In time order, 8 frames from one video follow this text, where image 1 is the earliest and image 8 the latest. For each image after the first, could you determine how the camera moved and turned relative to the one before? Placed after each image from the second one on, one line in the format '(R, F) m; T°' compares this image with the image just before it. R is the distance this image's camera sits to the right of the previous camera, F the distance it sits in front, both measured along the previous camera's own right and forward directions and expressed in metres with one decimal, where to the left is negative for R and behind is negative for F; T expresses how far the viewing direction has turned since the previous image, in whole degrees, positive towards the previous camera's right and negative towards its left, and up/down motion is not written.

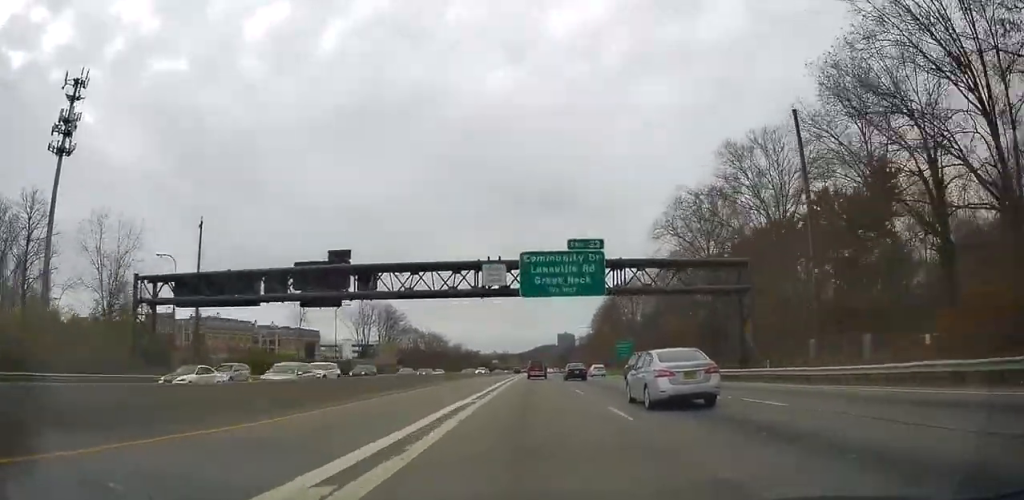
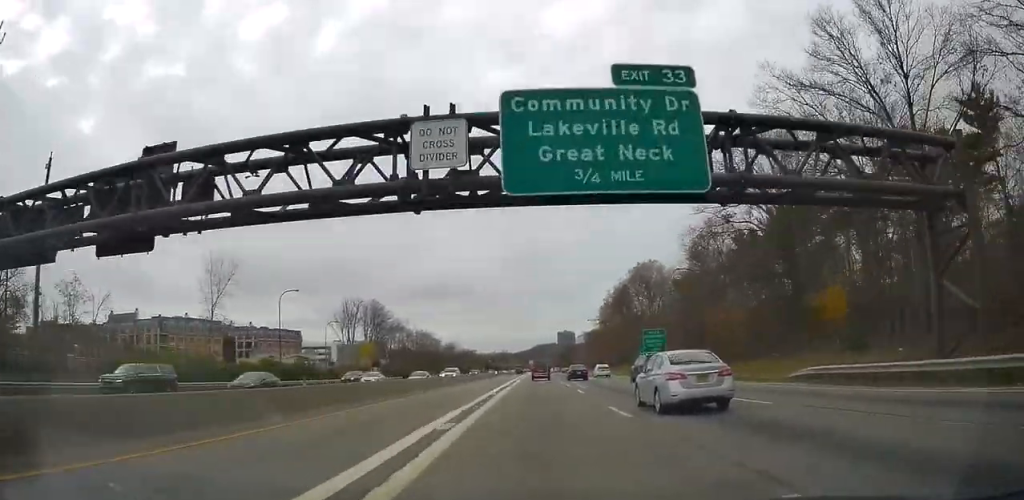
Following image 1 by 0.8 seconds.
(-0.1, +23.0) m; -1°
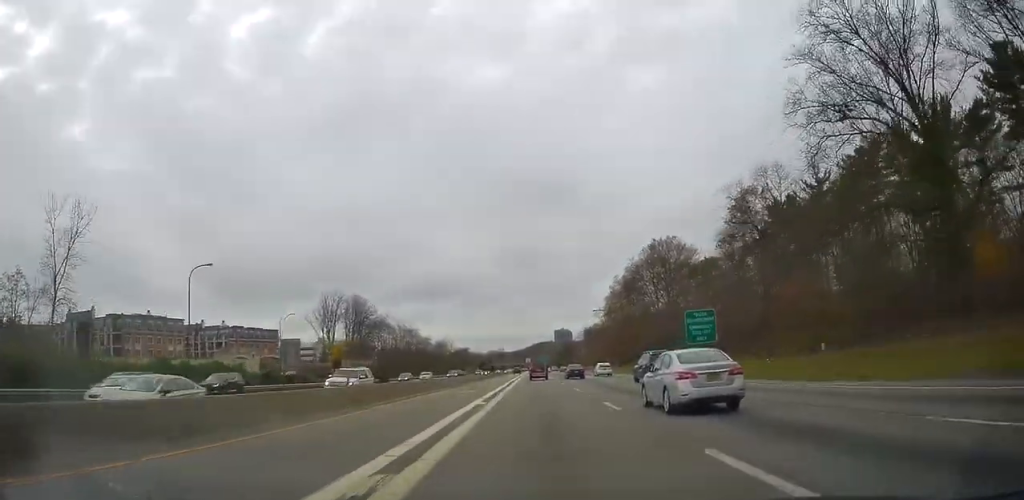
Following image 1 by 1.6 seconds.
(-0.1, +21.9) m; 0°
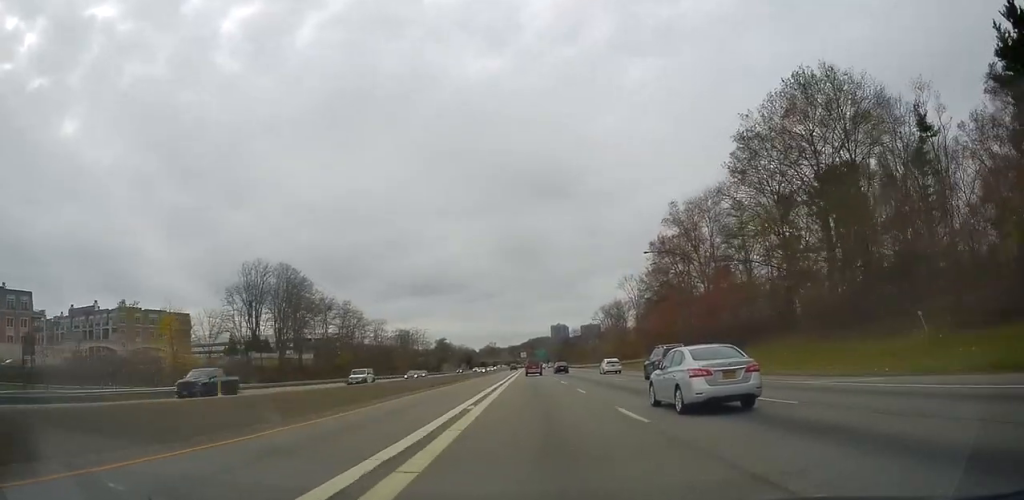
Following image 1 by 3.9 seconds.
(+0.7, +64.3) m; +1°
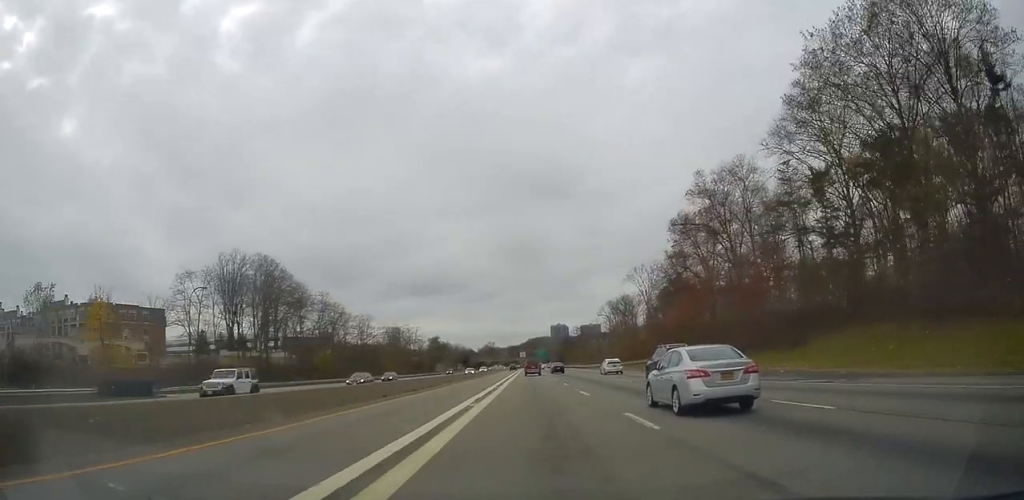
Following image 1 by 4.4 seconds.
(-0.2, +14.0) m; 0°
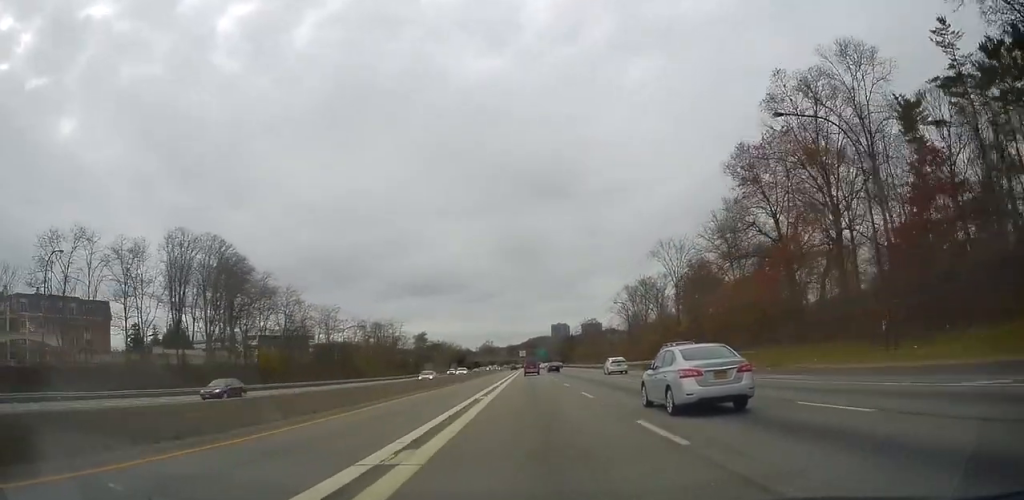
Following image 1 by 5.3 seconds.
(+0.4, +26.1) m; +1°
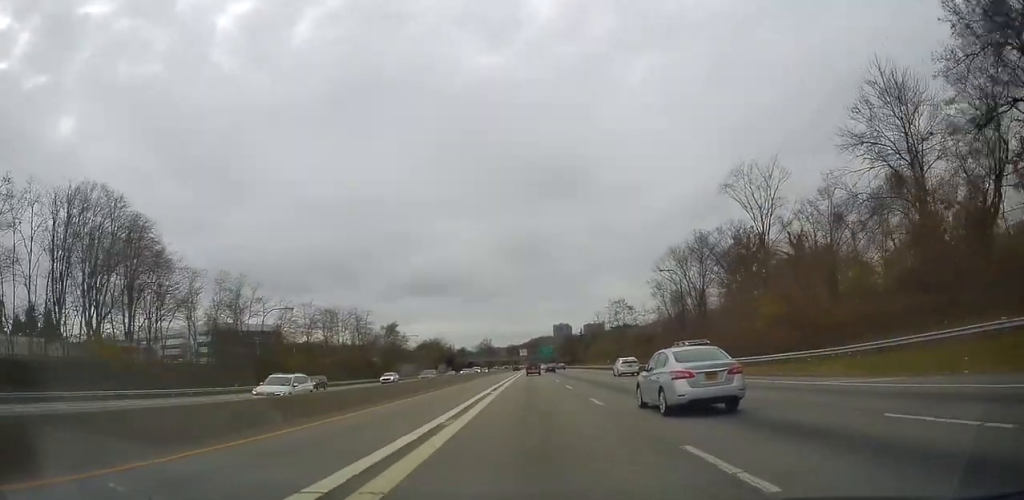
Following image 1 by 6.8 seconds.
(-0.1, +40.2) m; -1°
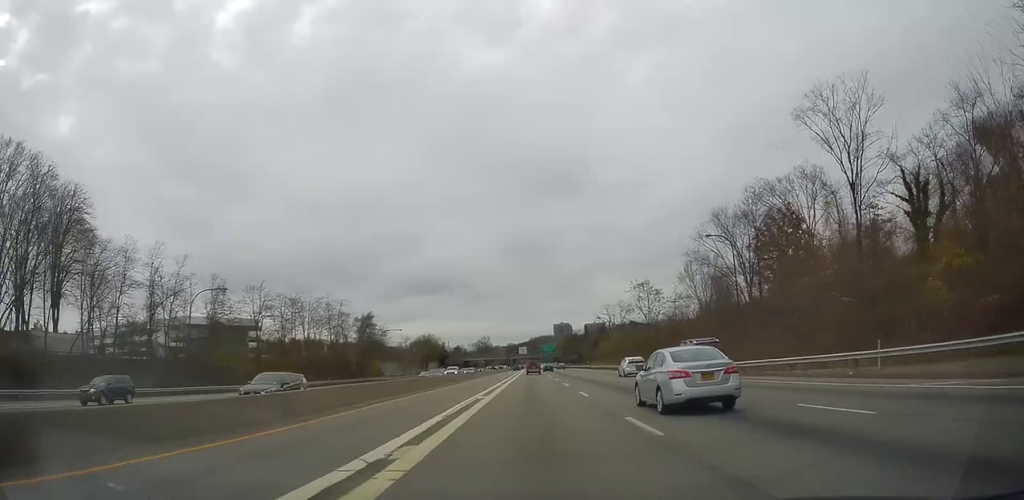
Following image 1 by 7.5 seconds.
(-0.4, +20.6) m; 0°
